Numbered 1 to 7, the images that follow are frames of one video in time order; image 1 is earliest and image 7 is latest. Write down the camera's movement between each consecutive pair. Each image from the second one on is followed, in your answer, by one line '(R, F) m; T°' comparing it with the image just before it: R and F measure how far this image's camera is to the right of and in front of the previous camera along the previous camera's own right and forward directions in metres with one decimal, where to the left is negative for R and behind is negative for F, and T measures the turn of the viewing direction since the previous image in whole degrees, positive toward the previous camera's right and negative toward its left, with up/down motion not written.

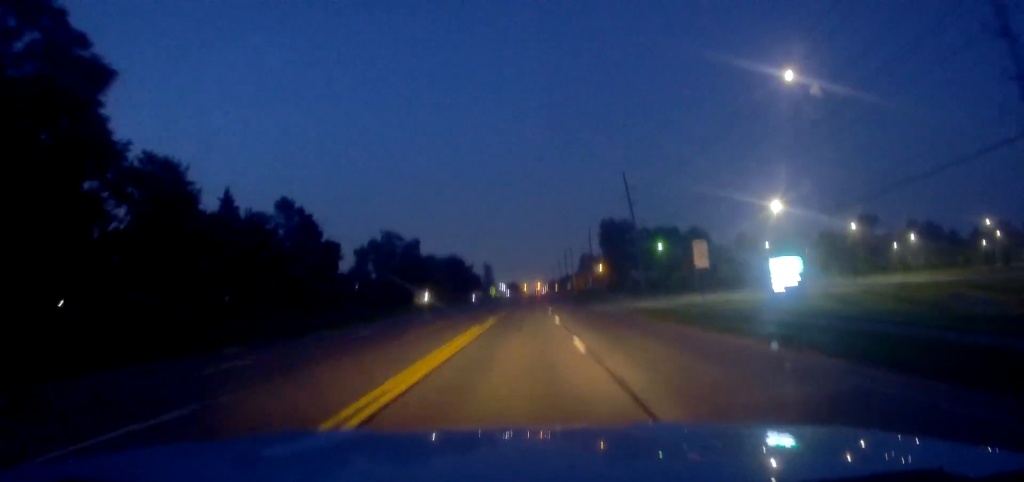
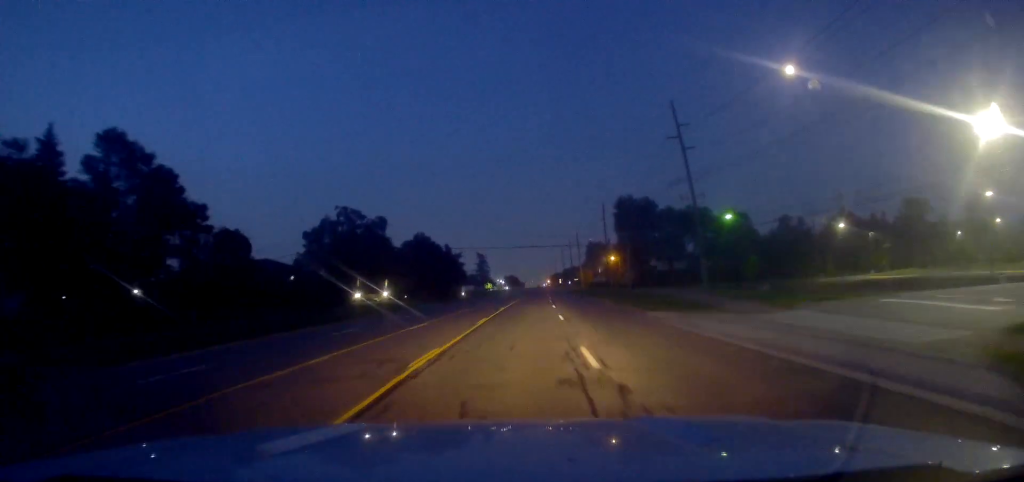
(+0.5, +34.2) m; +1°
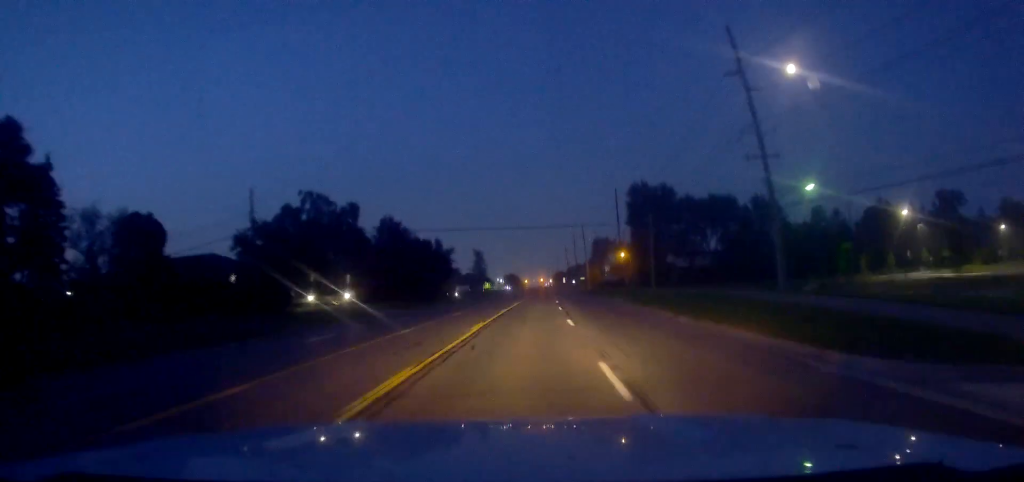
(-0.2, +19.0) m; 0°
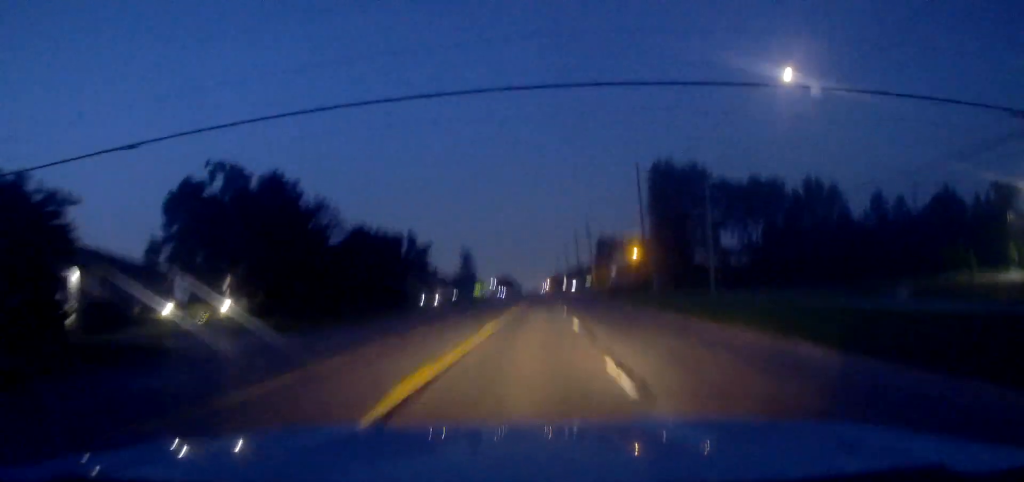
(-0.2, +28.5) m; -1°
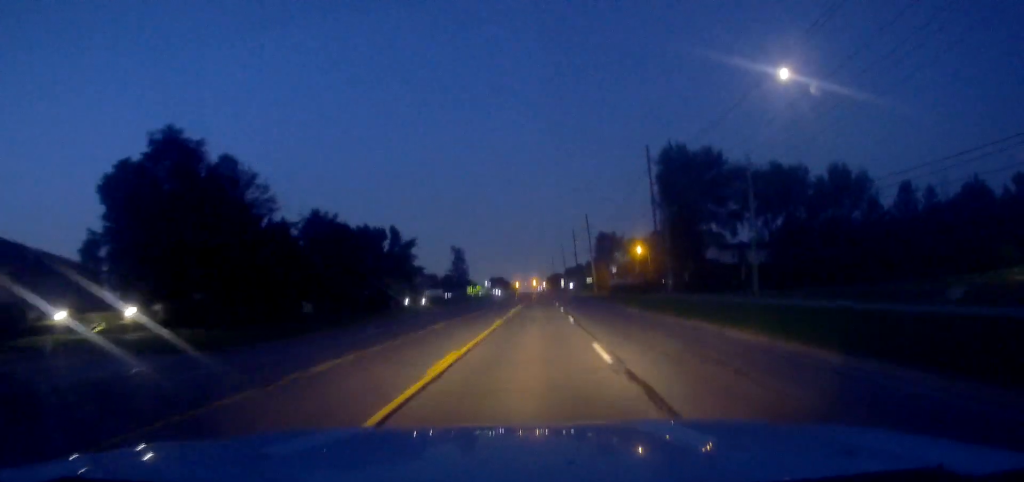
(-0.4, +11.3) m; 0°
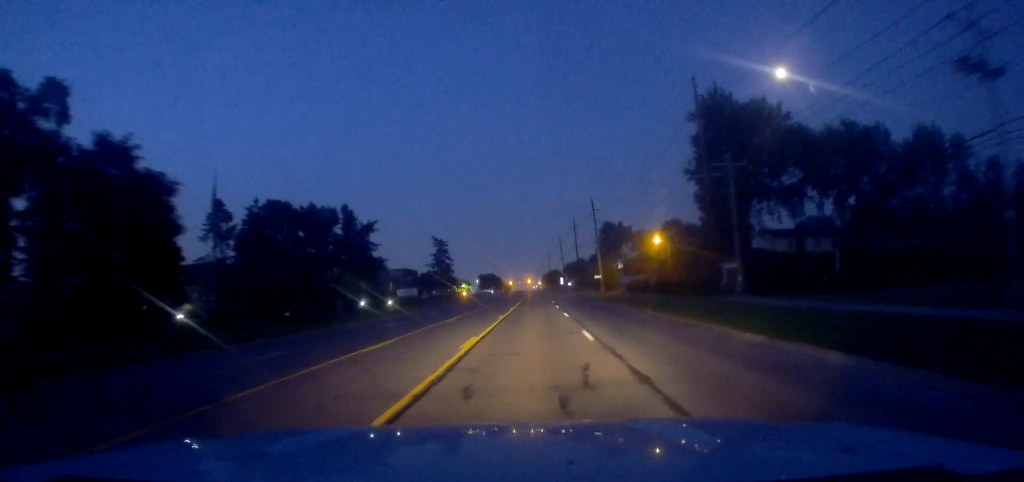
(+1.0, +25.7) m; +2°
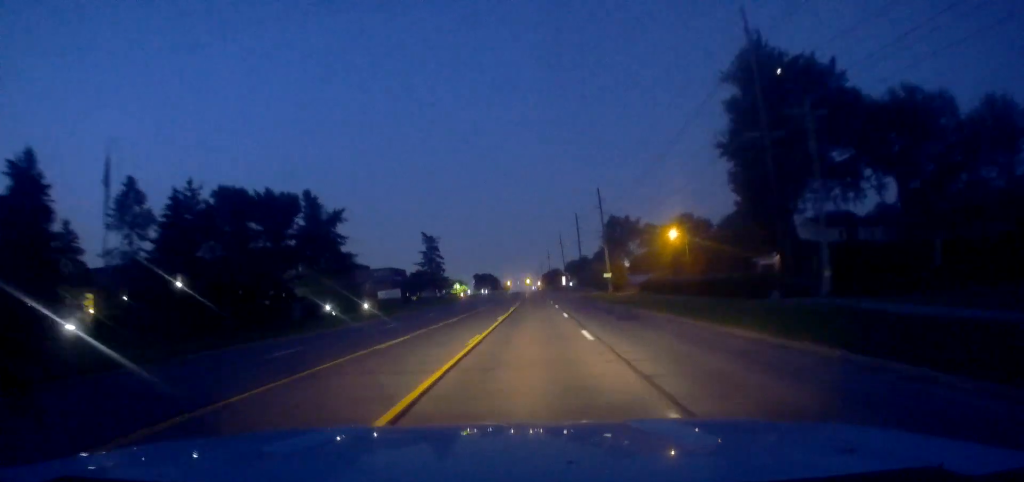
(0.0, +14.4) m; 0°
